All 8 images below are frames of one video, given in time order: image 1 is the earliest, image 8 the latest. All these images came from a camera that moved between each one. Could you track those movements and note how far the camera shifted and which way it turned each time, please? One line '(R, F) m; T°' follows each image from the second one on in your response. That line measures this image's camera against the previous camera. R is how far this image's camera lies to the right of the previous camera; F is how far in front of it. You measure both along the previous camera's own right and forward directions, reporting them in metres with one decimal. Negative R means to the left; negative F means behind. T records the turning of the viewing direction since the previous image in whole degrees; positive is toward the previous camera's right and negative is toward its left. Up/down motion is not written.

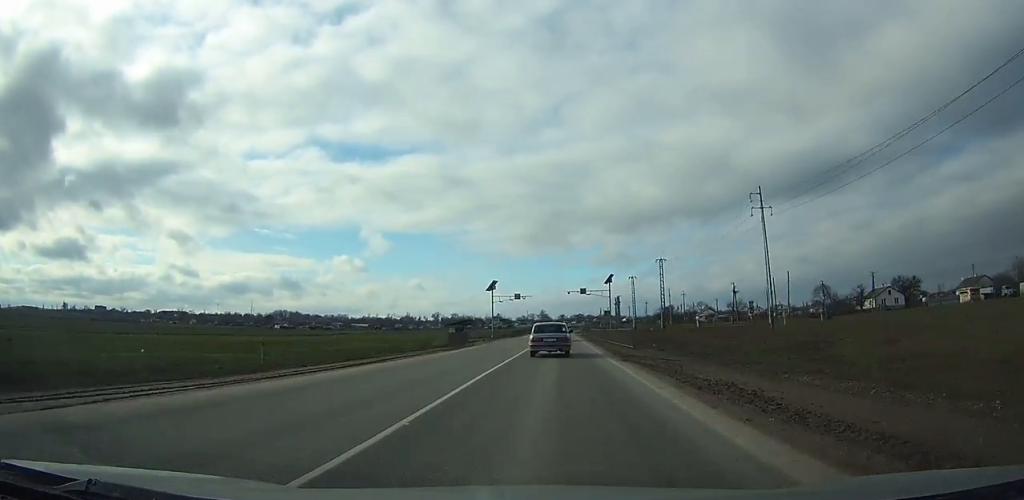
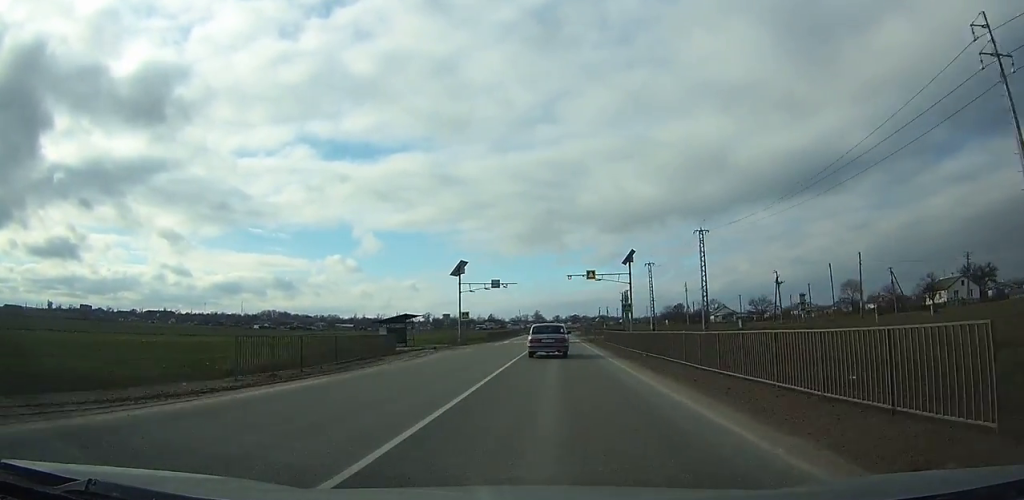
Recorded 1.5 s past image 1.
(+0.1, +26.5) m; 0°
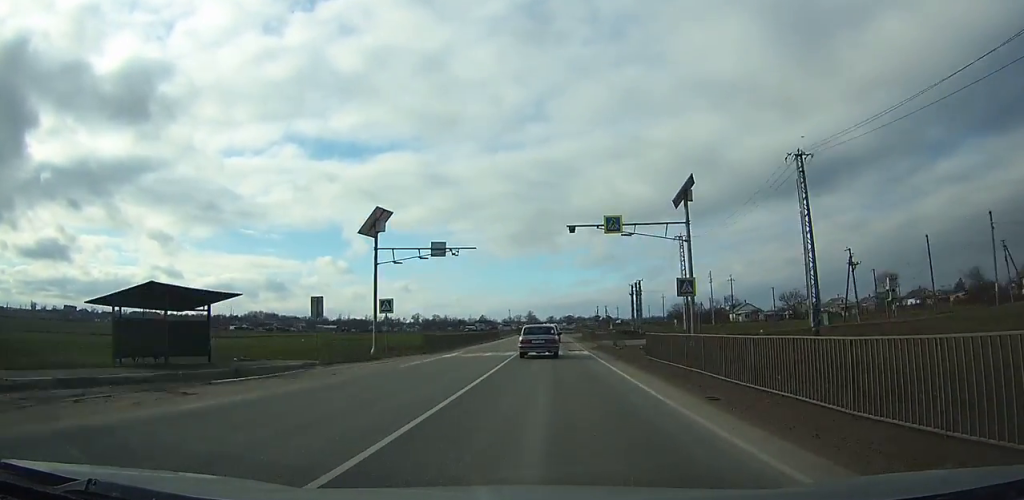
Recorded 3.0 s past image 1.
(+0.2, +27.1) m; 0°
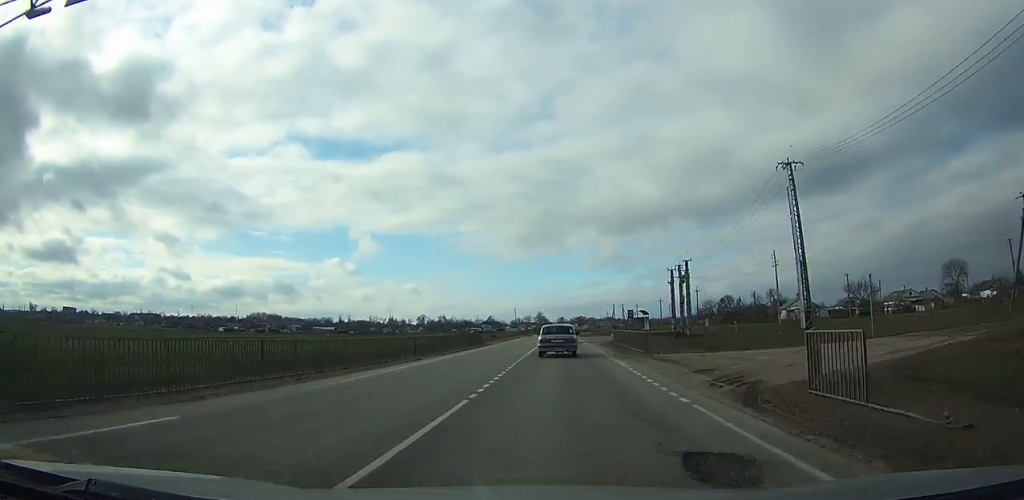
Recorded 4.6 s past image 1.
(0.0, +28.0) m; 0°
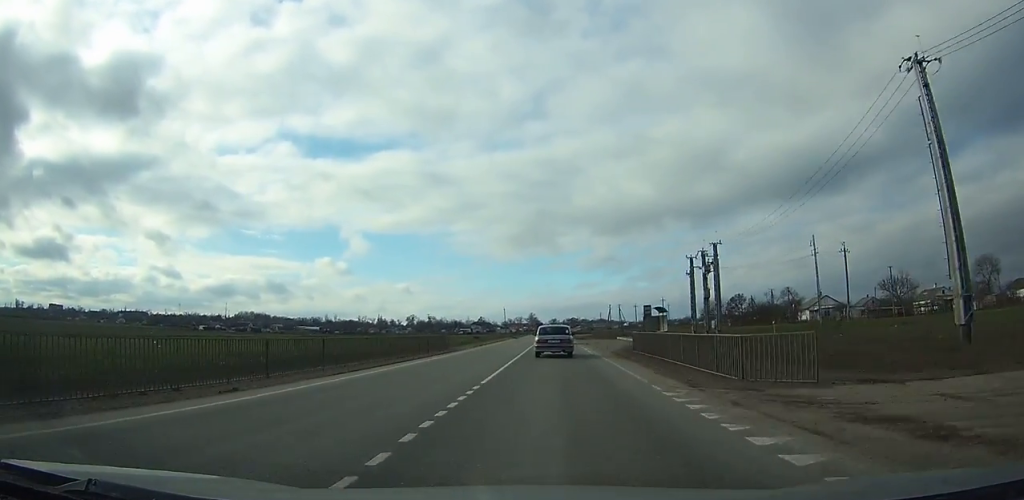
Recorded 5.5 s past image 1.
(-0.1, +15.1) m; 0°
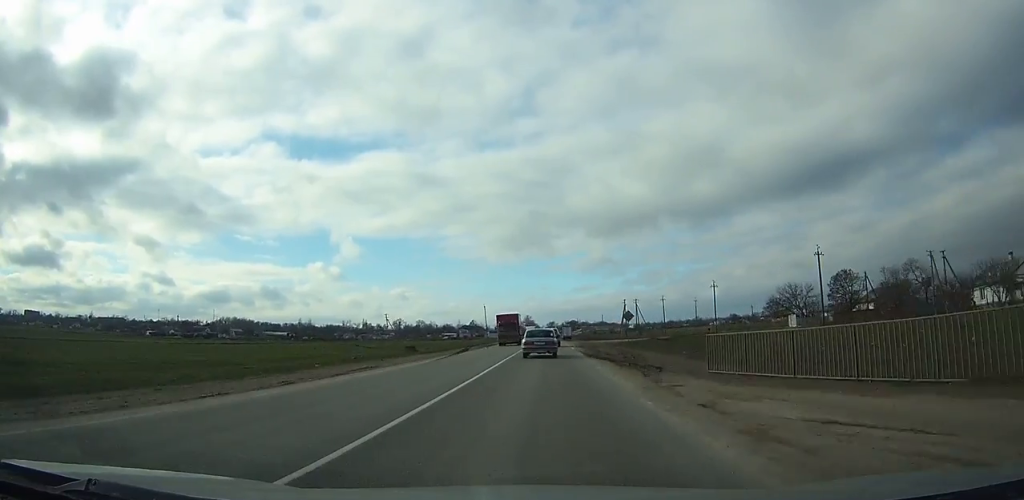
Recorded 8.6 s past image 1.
(+0.2, +54.4) m; 0°
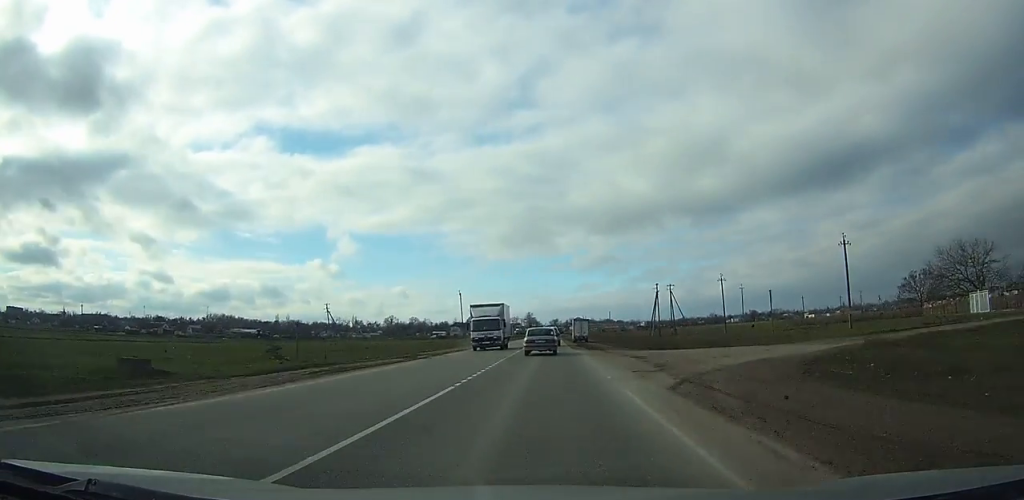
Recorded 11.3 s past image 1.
(-0.3, +47.7) m; -1°
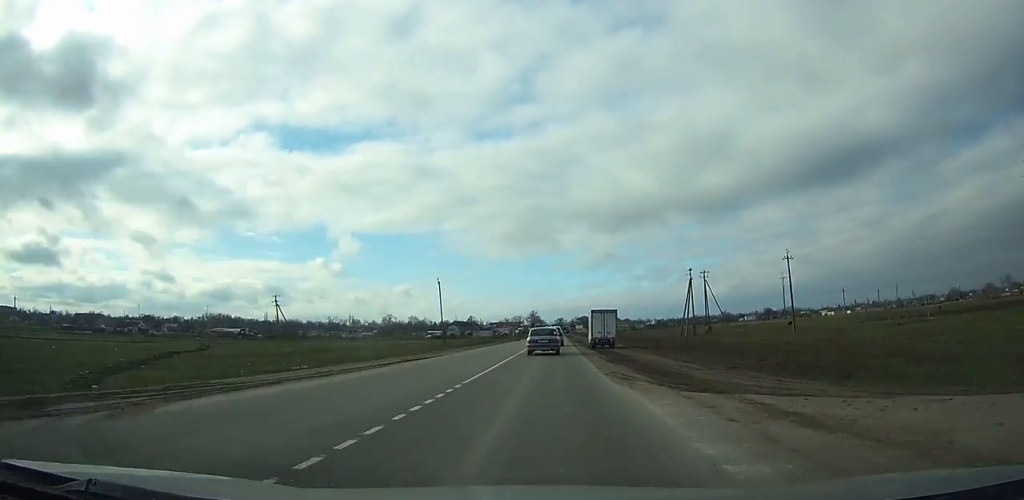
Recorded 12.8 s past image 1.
(-0.3, +25.7) m; 0°
